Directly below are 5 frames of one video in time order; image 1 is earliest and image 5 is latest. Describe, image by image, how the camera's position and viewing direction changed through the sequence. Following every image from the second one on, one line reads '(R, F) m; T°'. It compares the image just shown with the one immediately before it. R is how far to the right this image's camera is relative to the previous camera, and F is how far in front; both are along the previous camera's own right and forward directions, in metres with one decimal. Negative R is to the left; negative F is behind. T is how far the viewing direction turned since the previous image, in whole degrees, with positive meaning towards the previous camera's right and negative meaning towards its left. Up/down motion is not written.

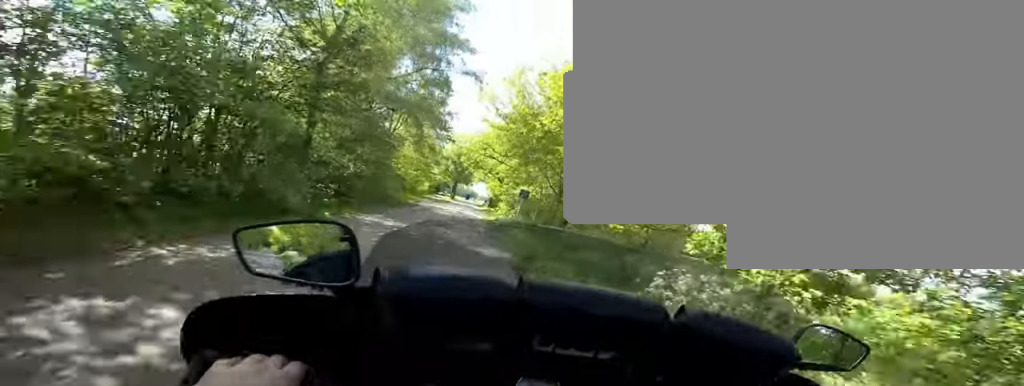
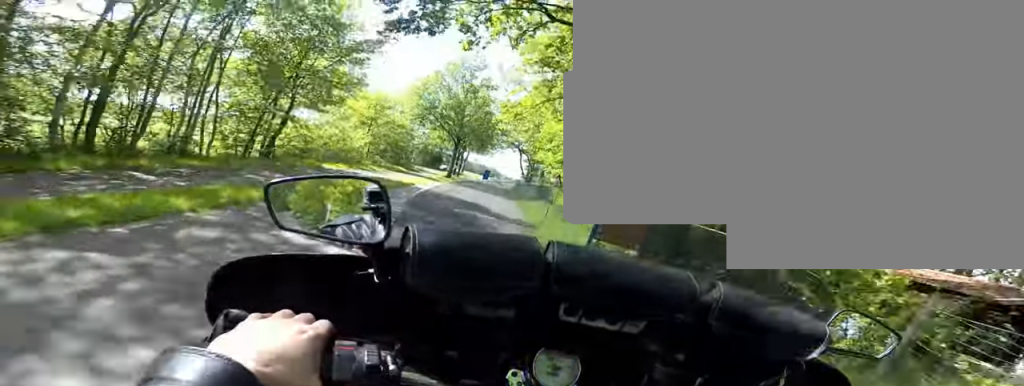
(-1.9, +44.9) m; -3°
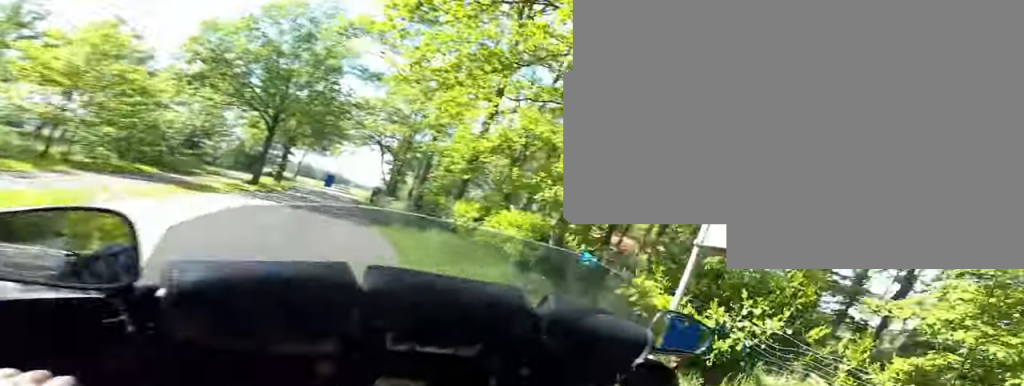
(0.0, +12.9) m; 0°
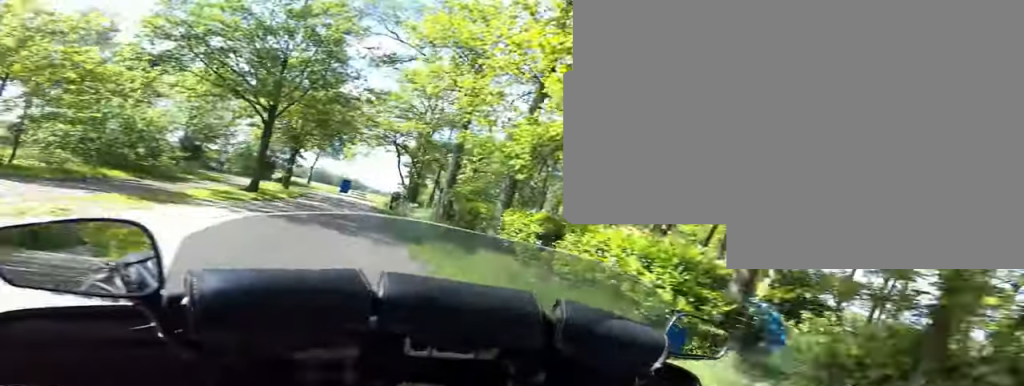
(0.0, +4.3) m; 0°
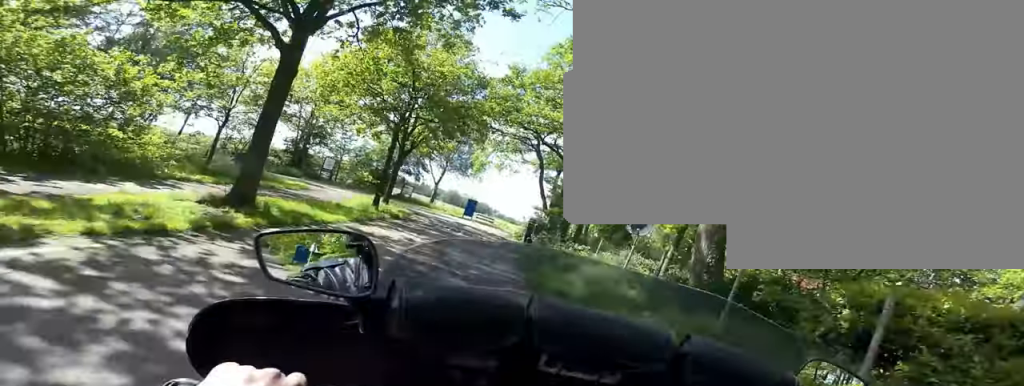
(+0.1, +12.0) m; 0°
